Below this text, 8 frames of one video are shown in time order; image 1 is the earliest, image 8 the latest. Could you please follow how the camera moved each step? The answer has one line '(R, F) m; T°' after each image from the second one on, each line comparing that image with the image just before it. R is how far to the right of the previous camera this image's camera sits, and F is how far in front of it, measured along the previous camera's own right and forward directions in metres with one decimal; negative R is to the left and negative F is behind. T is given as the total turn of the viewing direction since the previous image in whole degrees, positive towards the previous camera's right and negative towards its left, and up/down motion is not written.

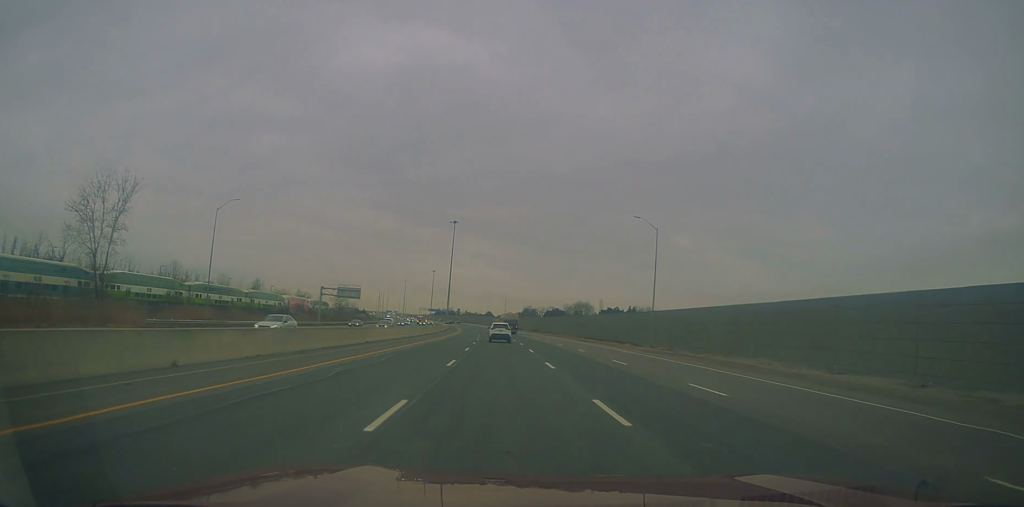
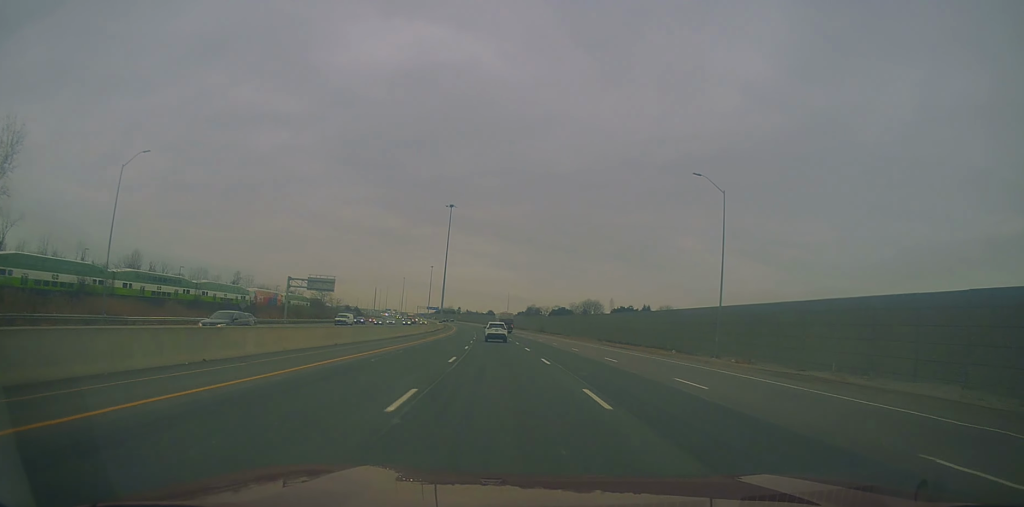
(0.0, +22.7) m; -1°
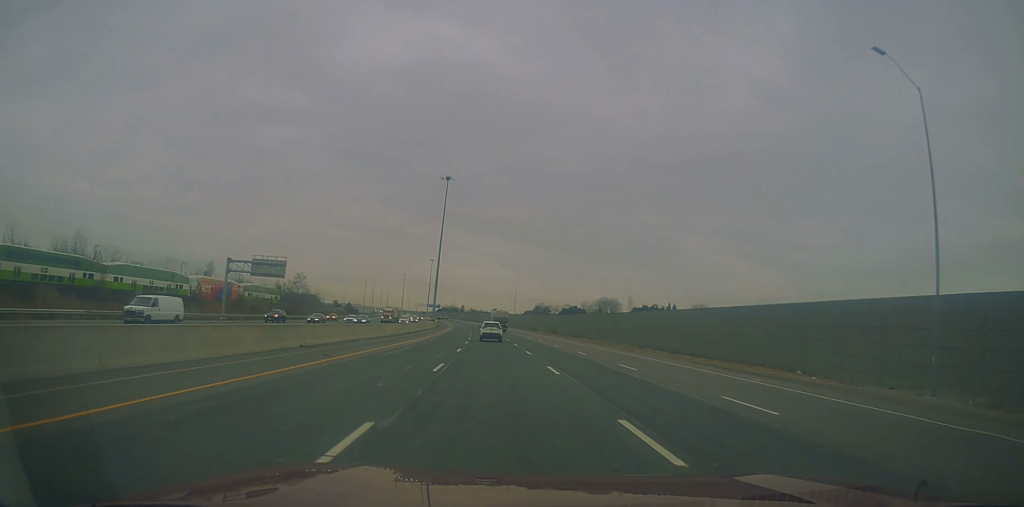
(-0.4, +28.5) m; -1°
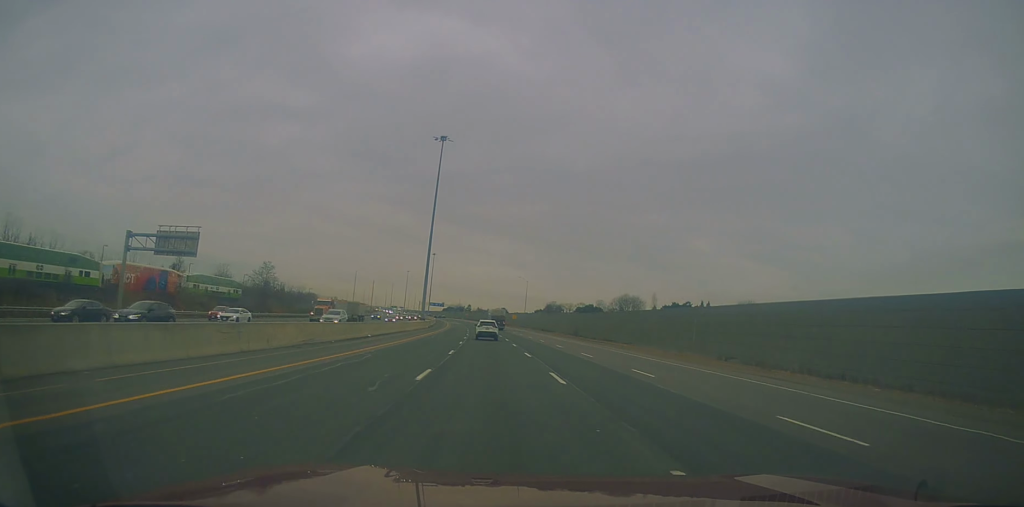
(-0.2, +27.5) m; 0°
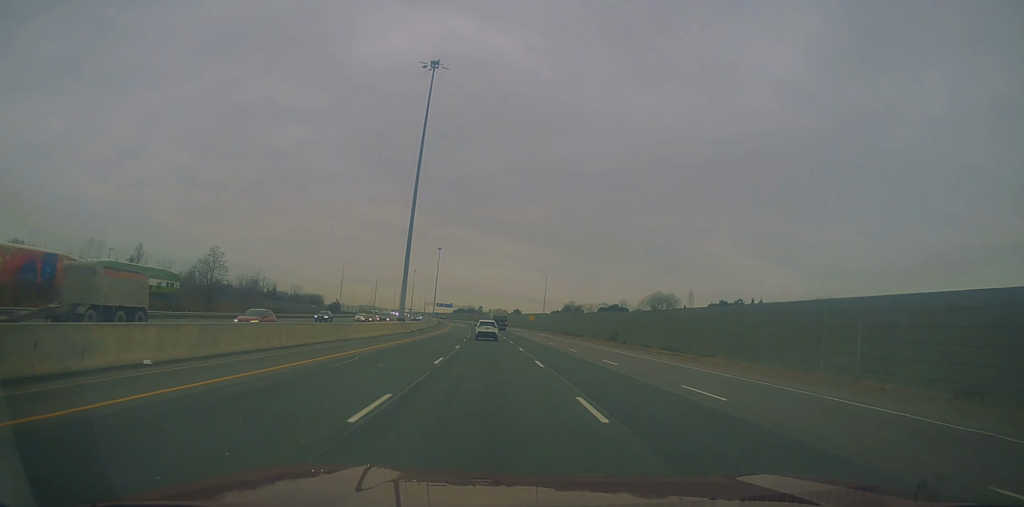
(0.0, +30.3) m; -1°
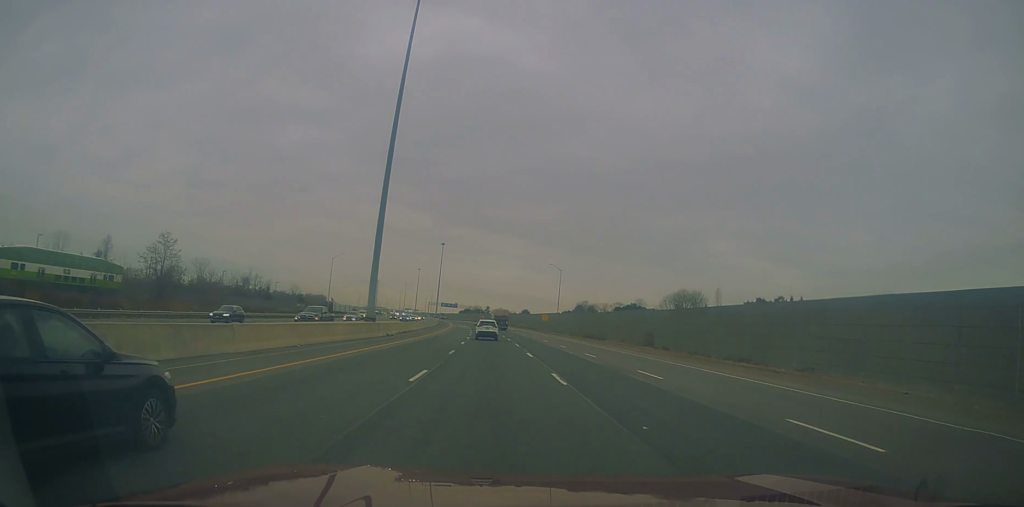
(-0.1, +18.5) m; -1°
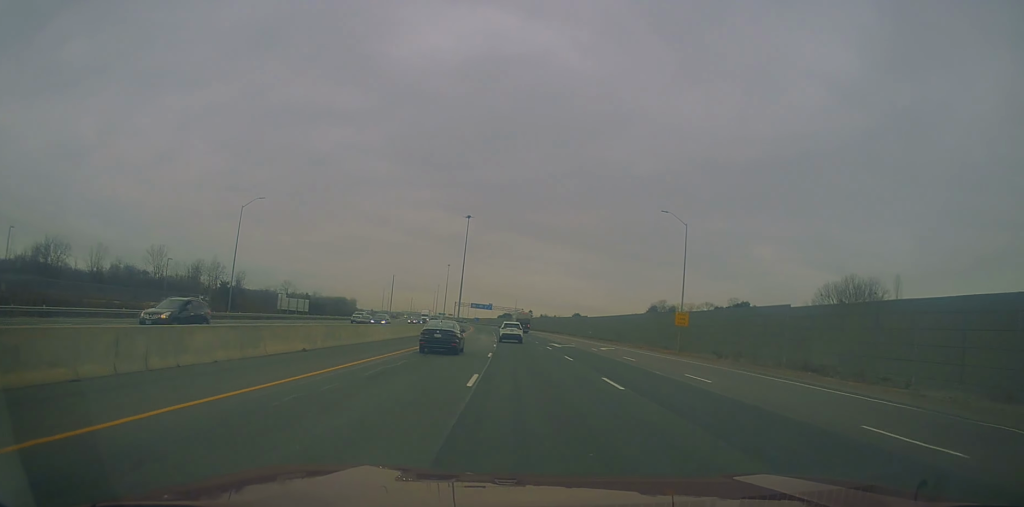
(-2.5, +73.2) m; -4°
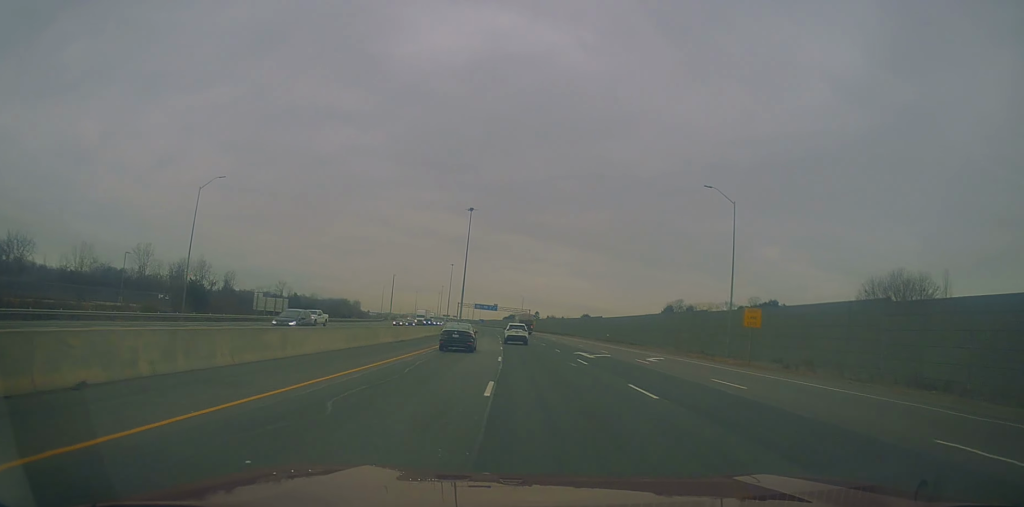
(-0.1, +13.7) m; -1°
